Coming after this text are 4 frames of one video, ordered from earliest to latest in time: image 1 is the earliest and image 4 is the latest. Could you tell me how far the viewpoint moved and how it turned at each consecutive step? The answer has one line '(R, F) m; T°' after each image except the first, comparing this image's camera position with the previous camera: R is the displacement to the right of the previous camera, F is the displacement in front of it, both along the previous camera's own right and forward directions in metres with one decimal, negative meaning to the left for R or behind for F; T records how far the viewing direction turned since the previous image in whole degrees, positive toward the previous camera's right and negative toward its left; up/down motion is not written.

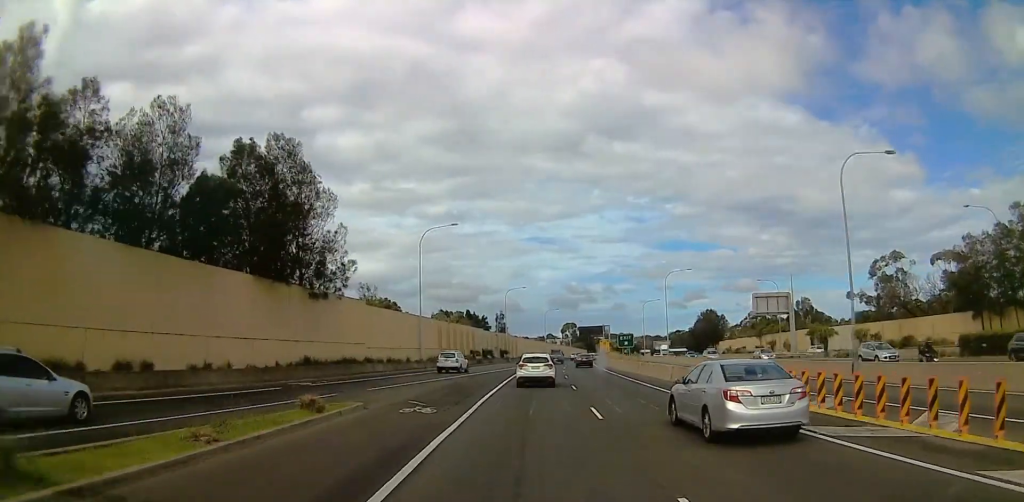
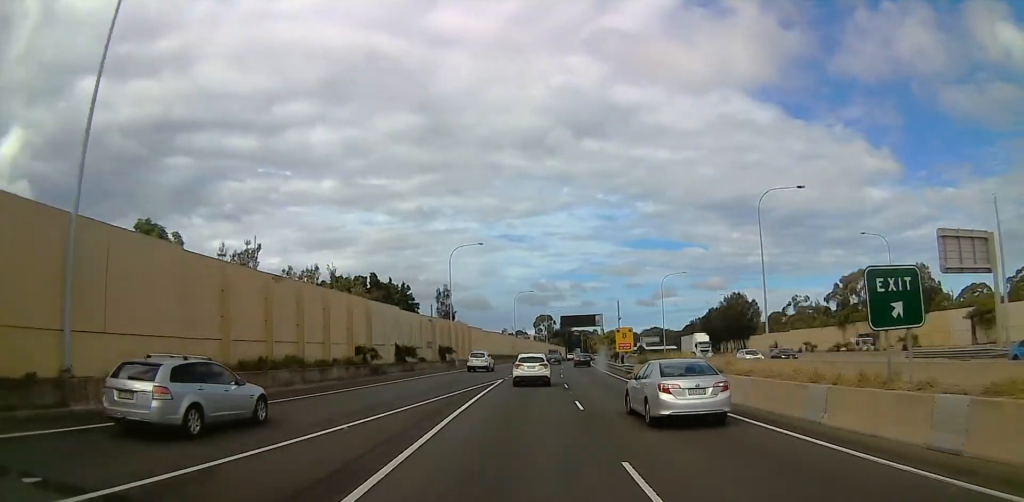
(+0.1, +45.4) m; 0°
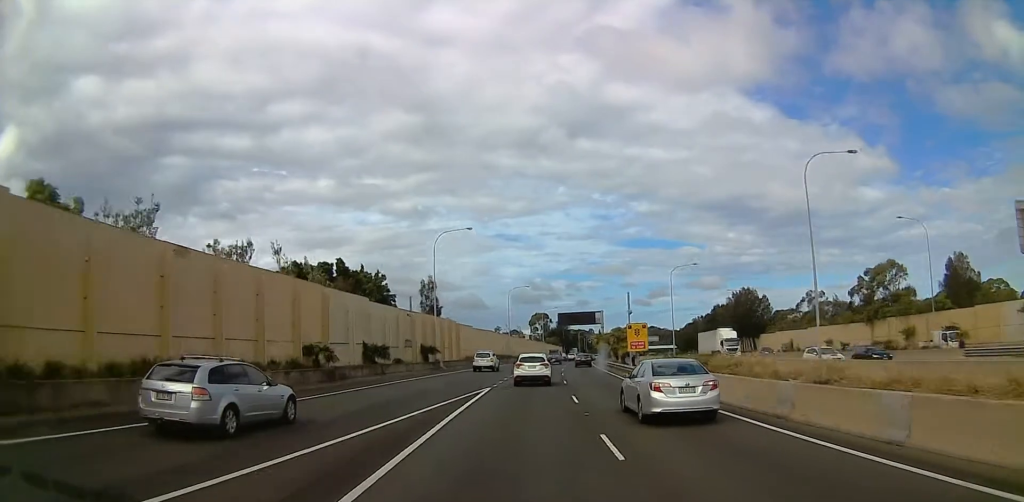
(0.0, +9.3) m; 0°
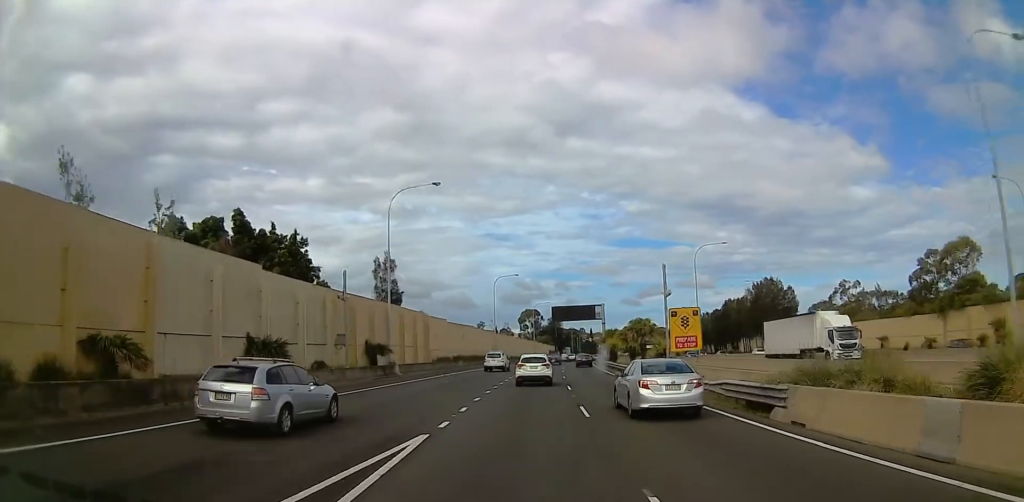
(0.0, +16.8) m; +1°
